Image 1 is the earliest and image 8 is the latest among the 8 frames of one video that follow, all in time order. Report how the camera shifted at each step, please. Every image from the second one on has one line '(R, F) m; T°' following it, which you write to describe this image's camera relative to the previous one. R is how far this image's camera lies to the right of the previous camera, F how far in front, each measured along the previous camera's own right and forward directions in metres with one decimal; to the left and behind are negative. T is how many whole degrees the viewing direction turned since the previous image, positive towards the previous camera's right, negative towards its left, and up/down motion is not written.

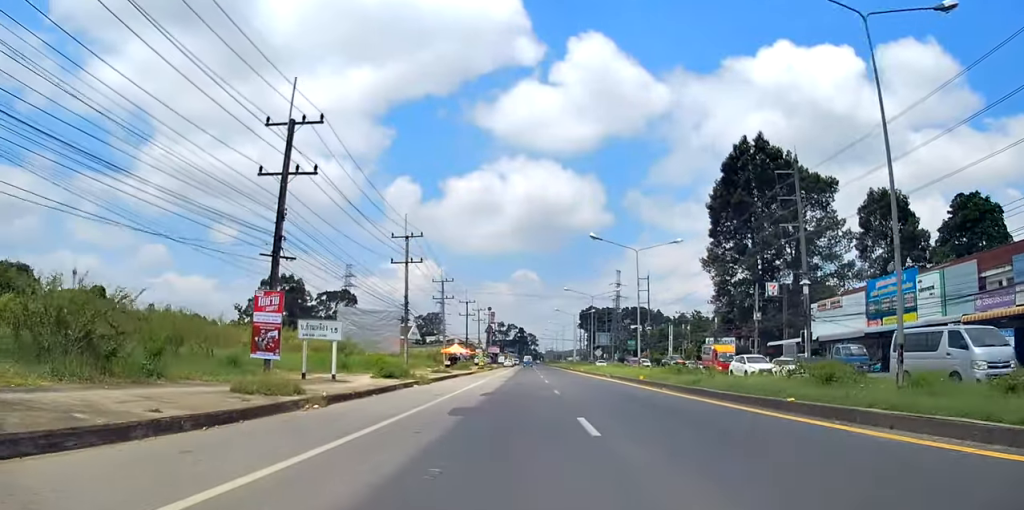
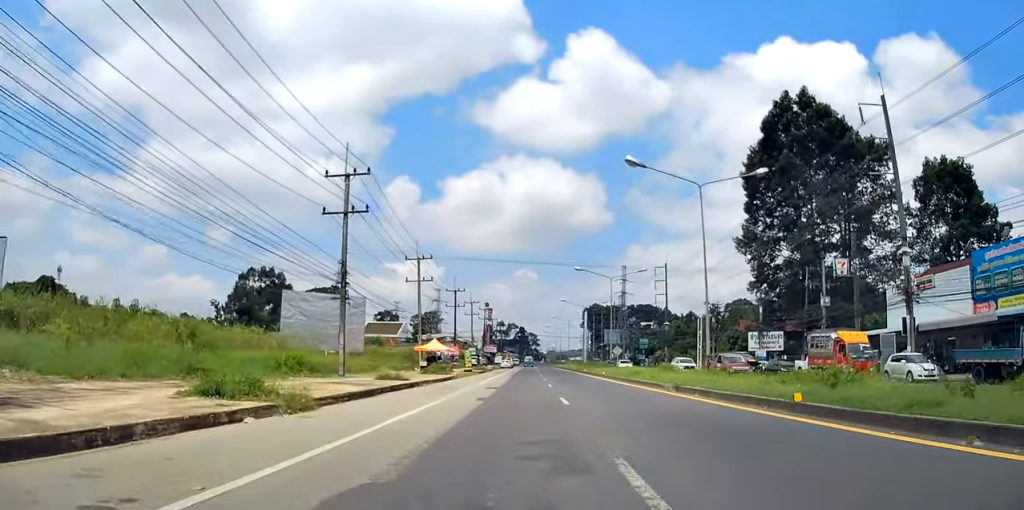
(0.0, +17.2) m; 0°
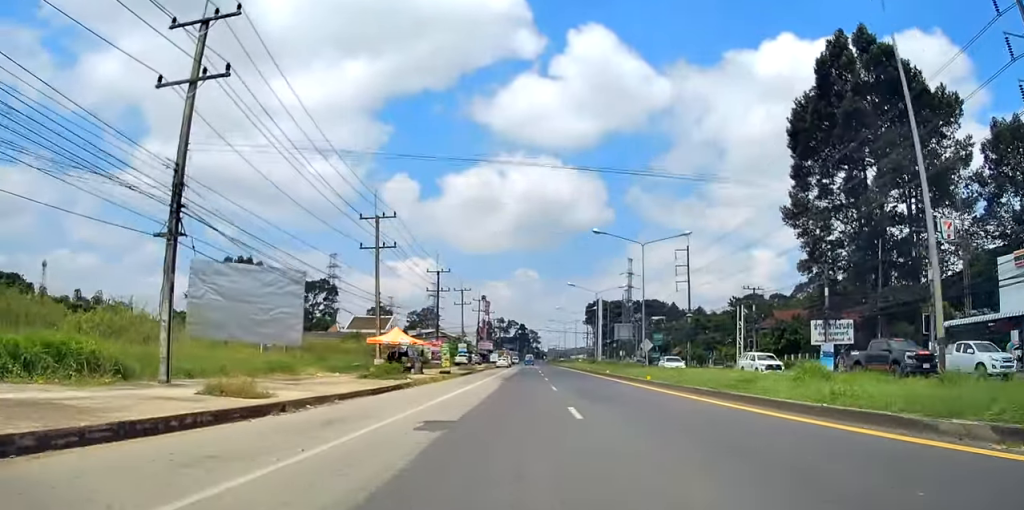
(-0.1, +16.3) m; -1°
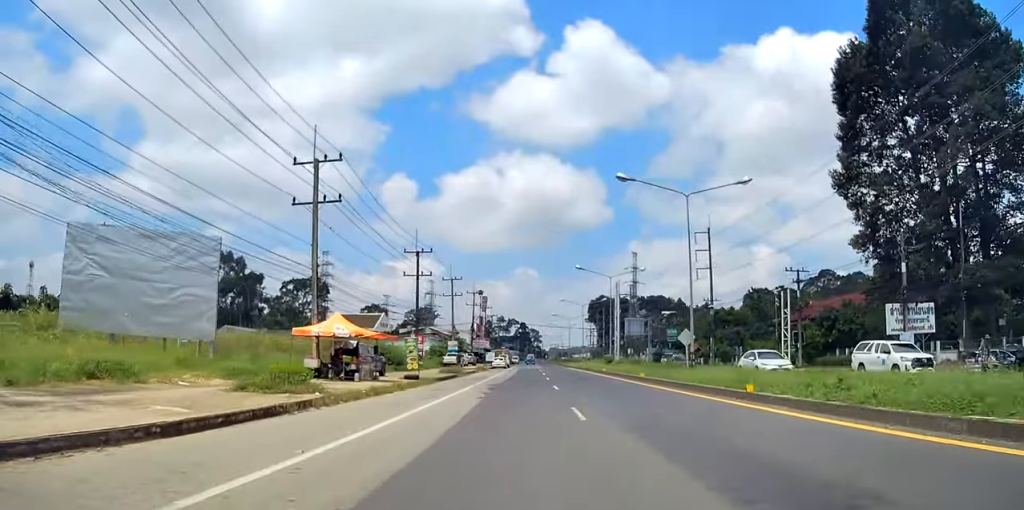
(-0.1, +12.6) m; 0°
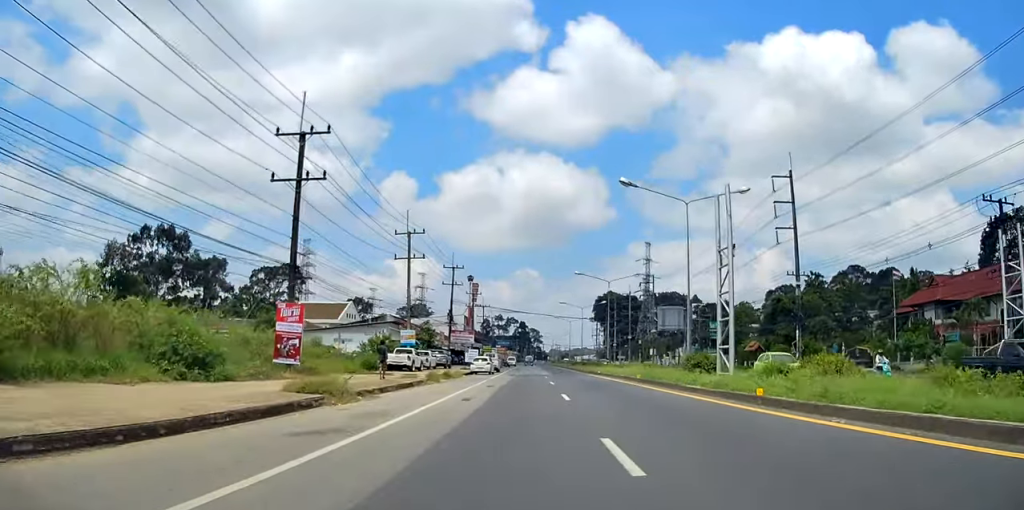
(+0.5, +28.2) m; +2°
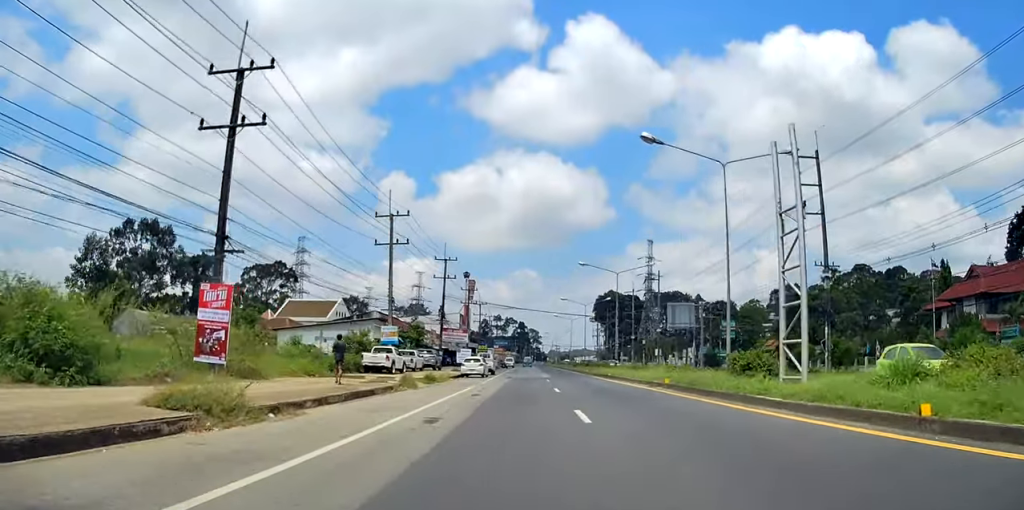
(0.0, +5.9) m; 0°
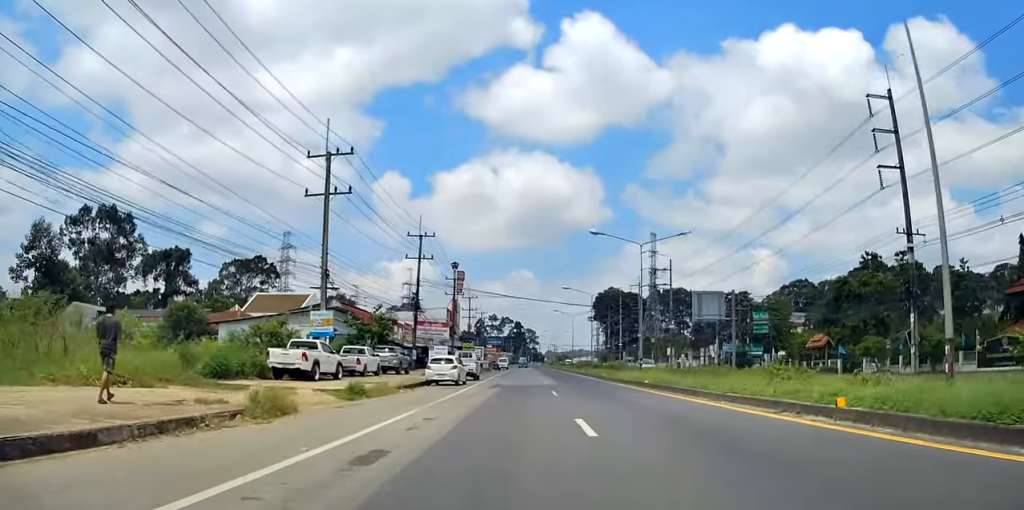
(+0.1, +13.5) m; +1°
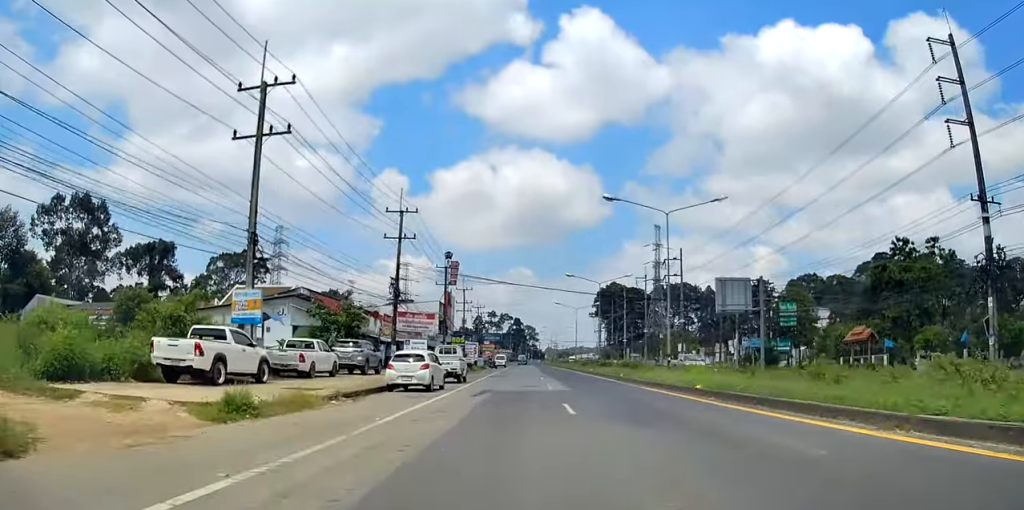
(+0.1, +8.1) m; 0°
